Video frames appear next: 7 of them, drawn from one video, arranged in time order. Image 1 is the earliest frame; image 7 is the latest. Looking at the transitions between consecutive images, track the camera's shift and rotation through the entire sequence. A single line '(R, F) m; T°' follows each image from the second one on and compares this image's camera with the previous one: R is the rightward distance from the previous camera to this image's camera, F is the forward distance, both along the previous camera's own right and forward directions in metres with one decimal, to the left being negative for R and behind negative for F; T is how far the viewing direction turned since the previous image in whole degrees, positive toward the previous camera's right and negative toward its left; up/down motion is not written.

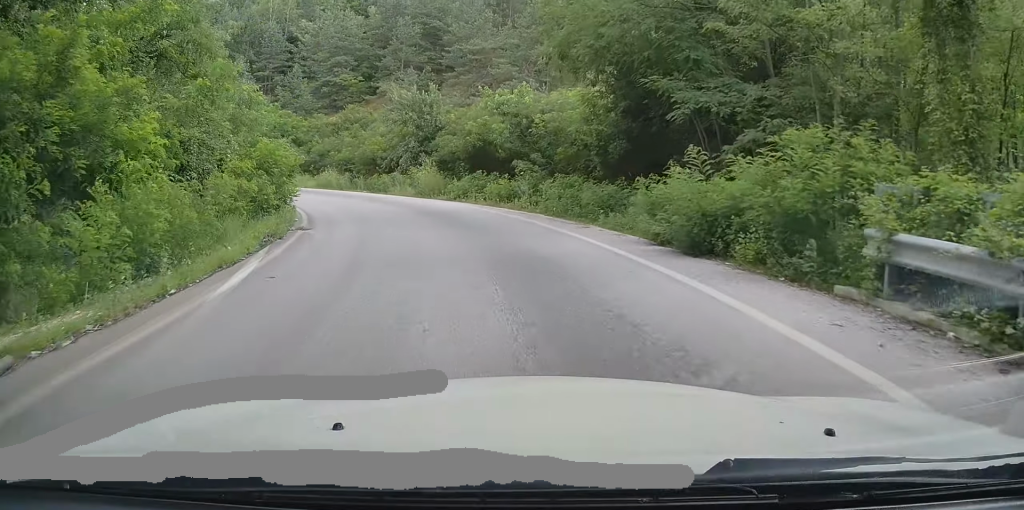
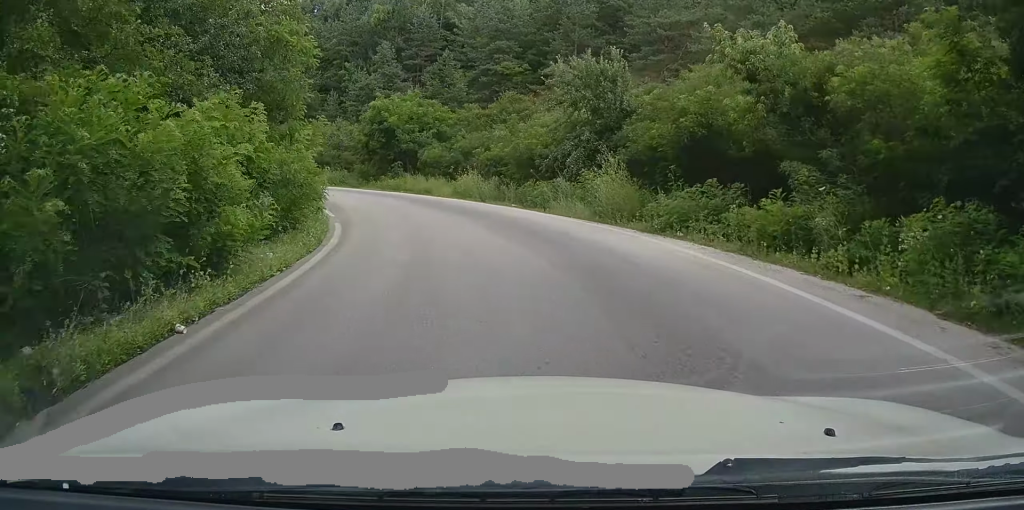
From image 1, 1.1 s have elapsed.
(-2.2, +11.9) m; -15°
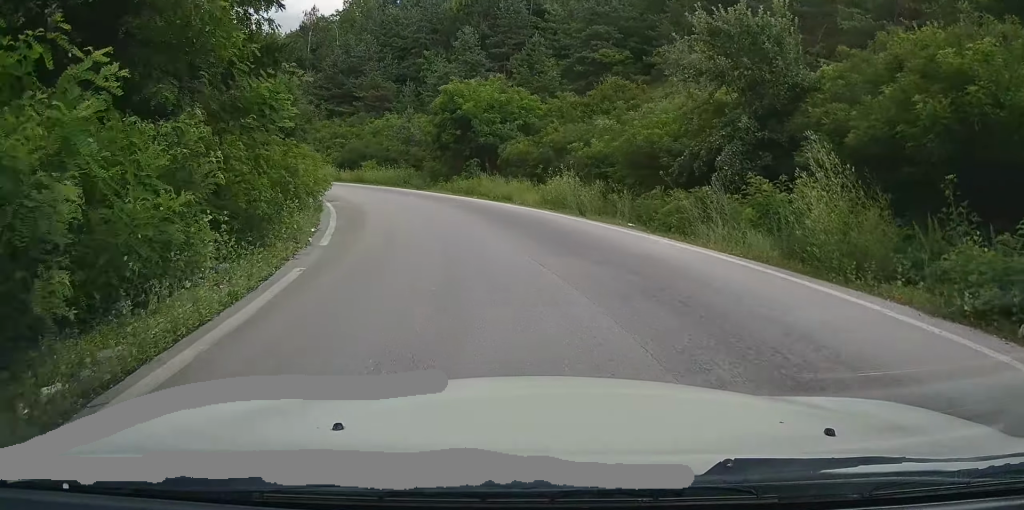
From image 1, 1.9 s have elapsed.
(-0.4, +8.2) m; -7°
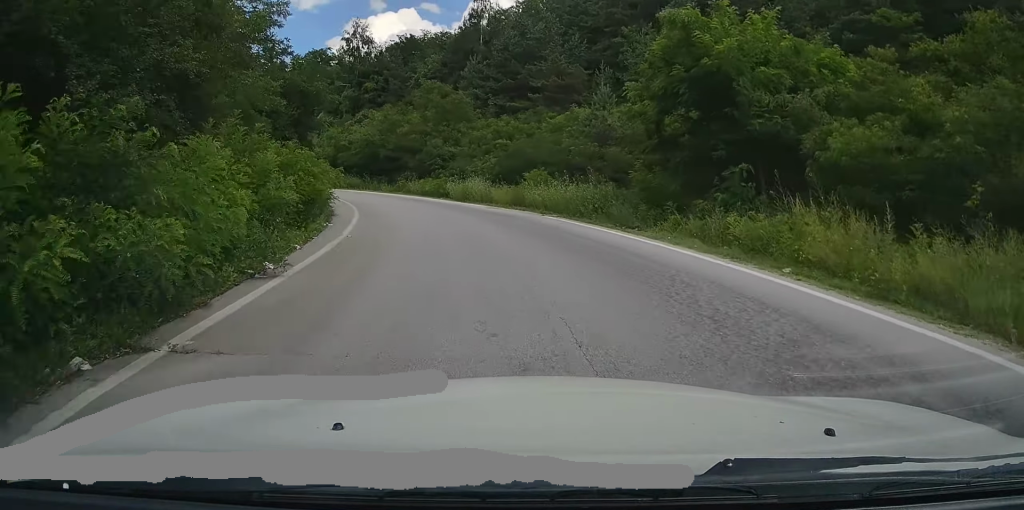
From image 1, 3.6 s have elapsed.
(-2.8, +18.8) m; -16°
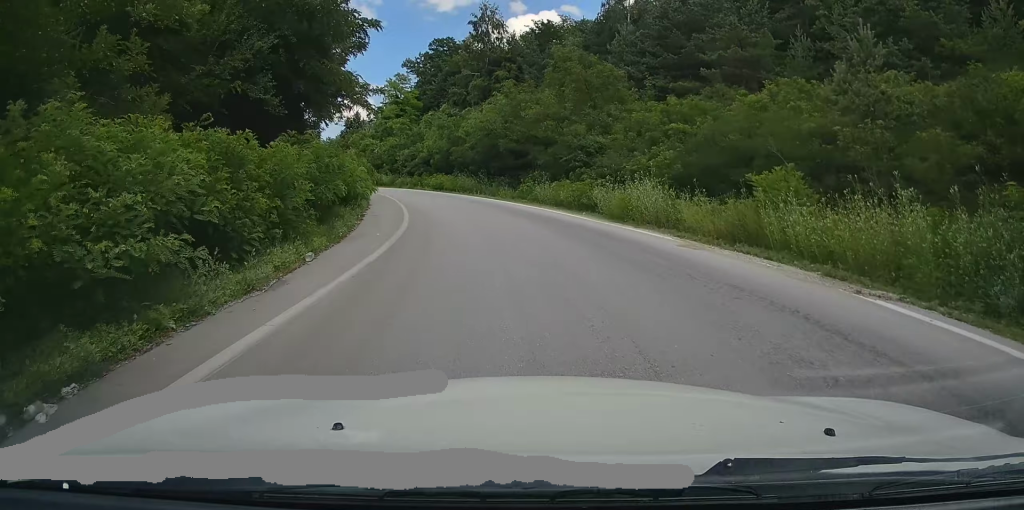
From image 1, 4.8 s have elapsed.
(-0.8, +13.6) m; -10°
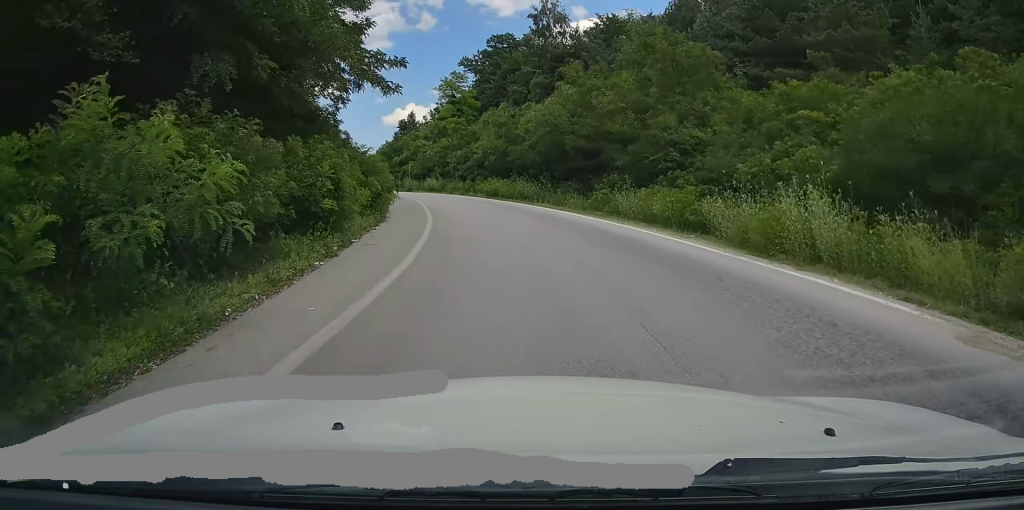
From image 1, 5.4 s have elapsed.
(+0.2, +6.8) m; -8°
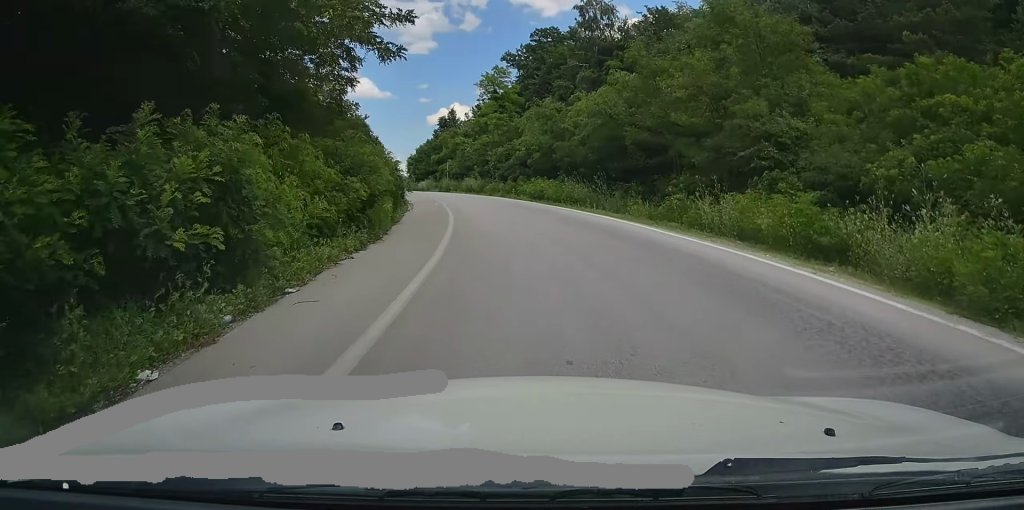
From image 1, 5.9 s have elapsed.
(-0.8, +5.1) m; -5°
